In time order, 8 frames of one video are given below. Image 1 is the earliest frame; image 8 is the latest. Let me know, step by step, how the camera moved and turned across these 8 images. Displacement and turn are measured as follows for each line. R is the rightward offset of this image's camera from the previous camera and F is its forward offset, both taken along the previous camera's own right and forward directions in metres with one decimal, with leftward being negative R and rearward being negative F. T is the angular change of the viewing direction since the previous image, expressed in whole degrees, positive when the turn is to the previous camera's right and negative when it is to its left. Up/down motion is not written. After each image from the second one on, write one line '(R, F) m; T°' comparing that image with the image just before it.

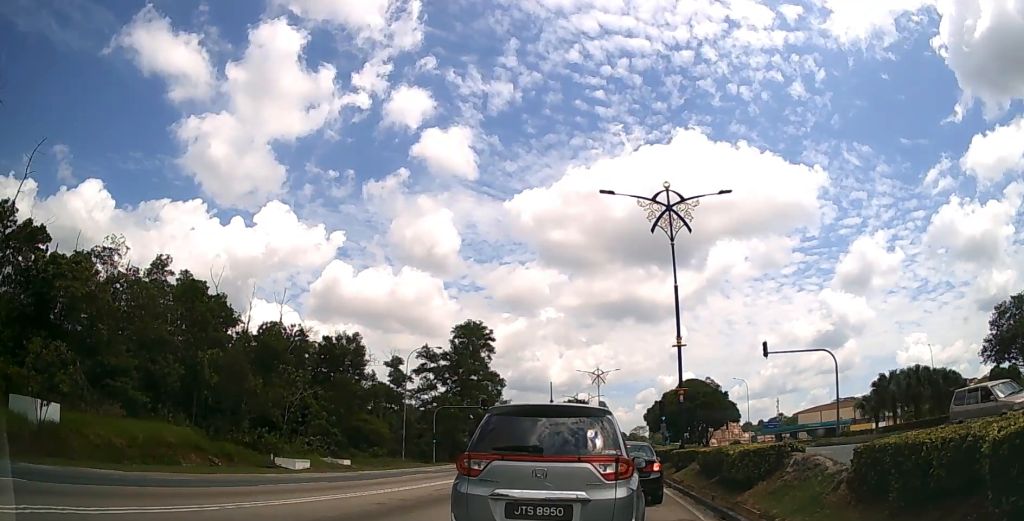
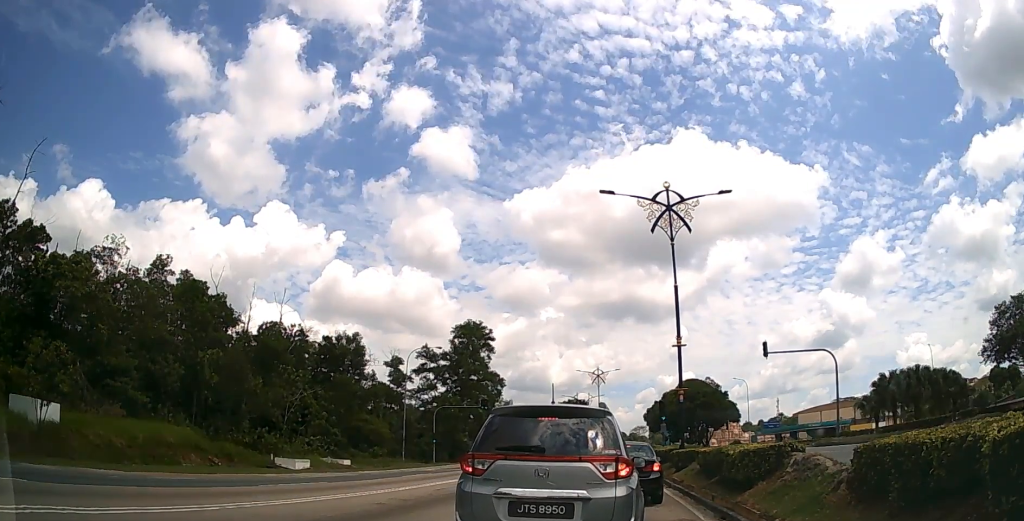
(0.0, 0.0) m; 0°
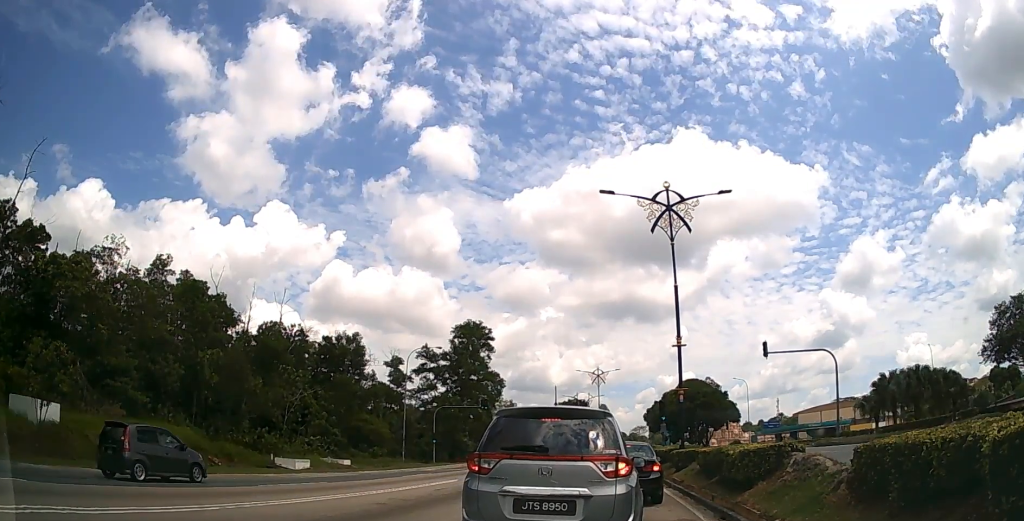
(0.0, 0.0) m; 0°
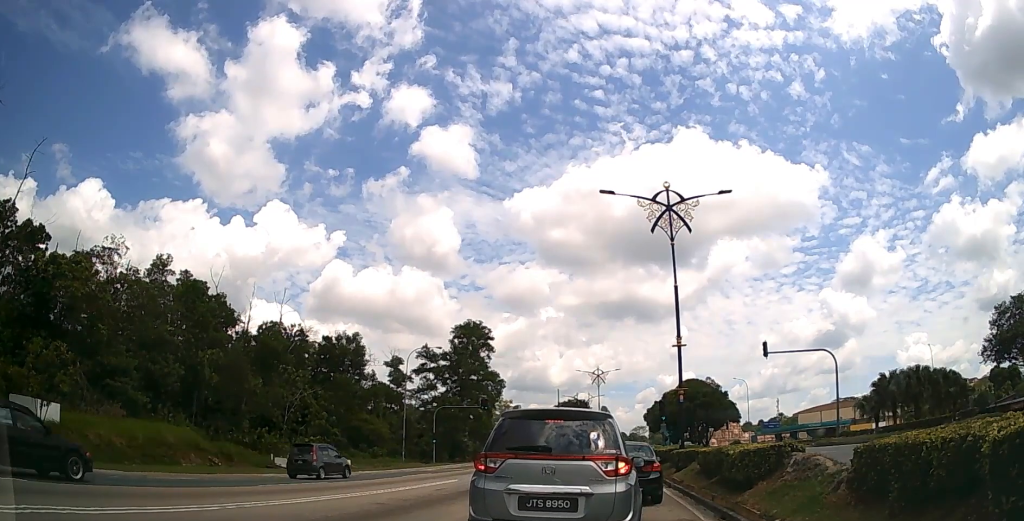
(0.0, 0.0) m; 0°
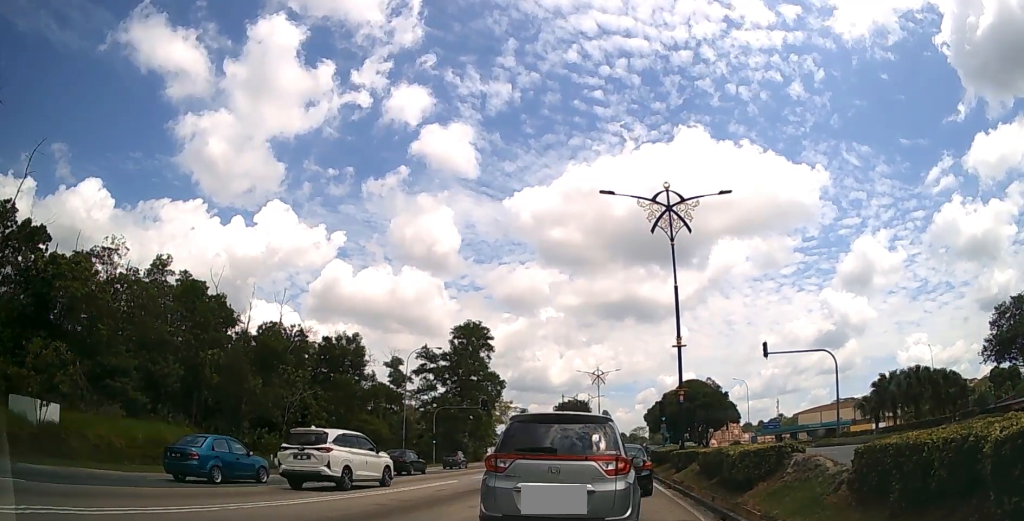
(0.0, +0.3) m; 0°
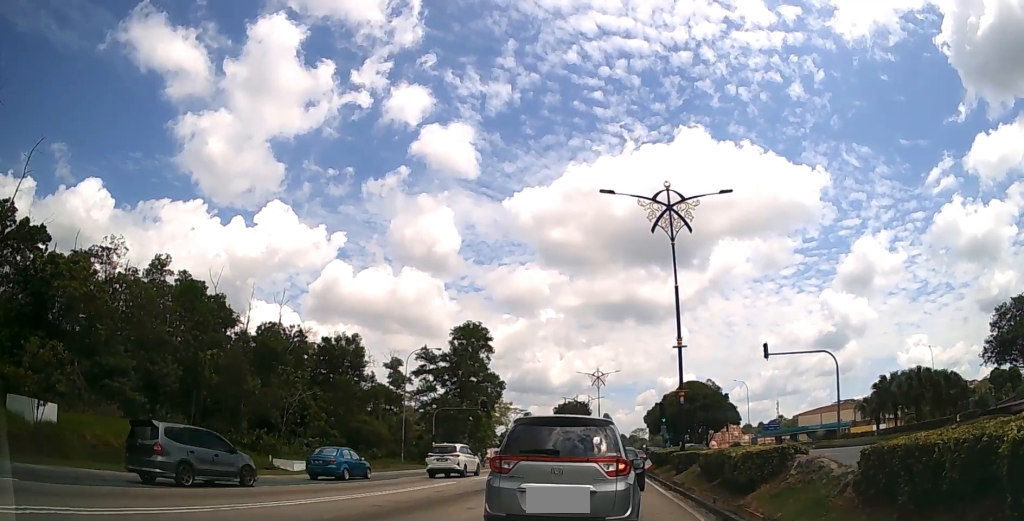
(0.0, 0.0) m; 0°
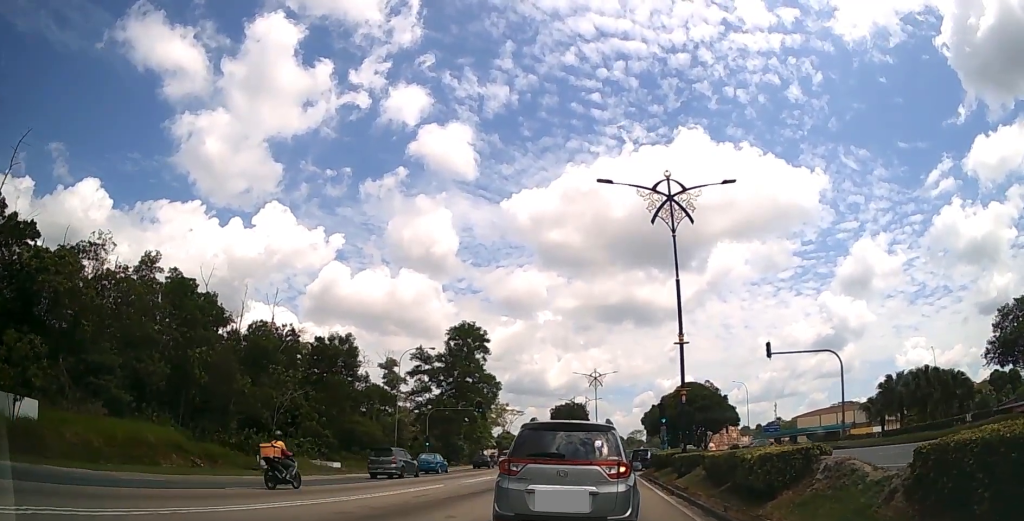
(0.0, +1.1) m; 0°
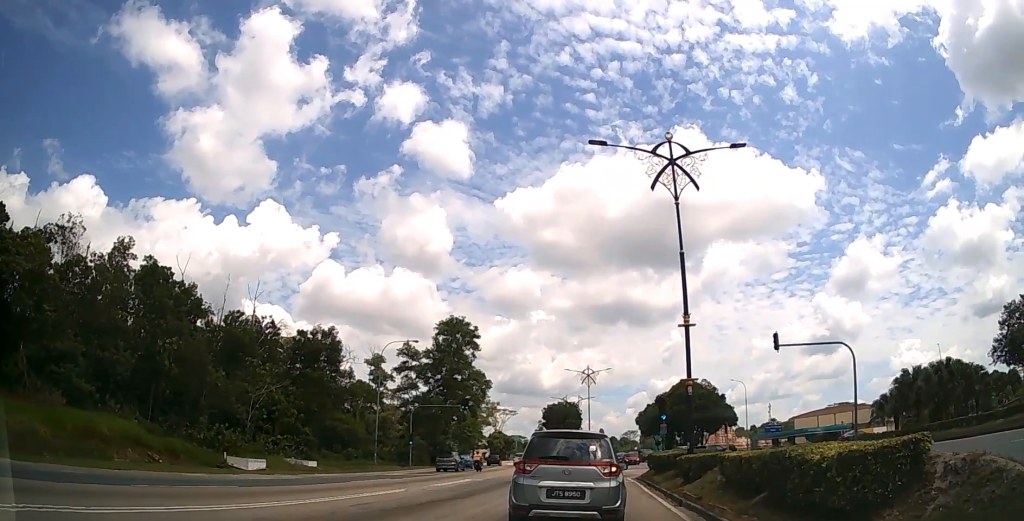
(-0.1, +3.7) m; -2°
